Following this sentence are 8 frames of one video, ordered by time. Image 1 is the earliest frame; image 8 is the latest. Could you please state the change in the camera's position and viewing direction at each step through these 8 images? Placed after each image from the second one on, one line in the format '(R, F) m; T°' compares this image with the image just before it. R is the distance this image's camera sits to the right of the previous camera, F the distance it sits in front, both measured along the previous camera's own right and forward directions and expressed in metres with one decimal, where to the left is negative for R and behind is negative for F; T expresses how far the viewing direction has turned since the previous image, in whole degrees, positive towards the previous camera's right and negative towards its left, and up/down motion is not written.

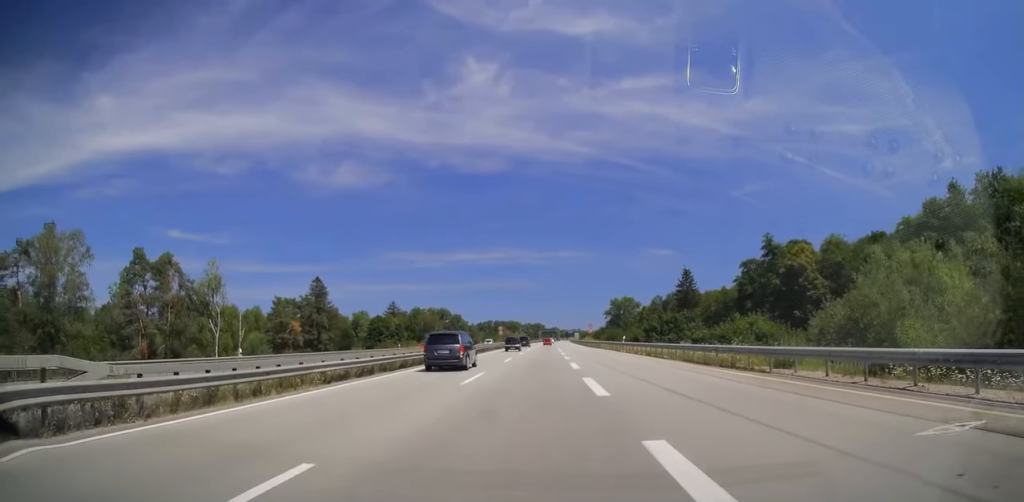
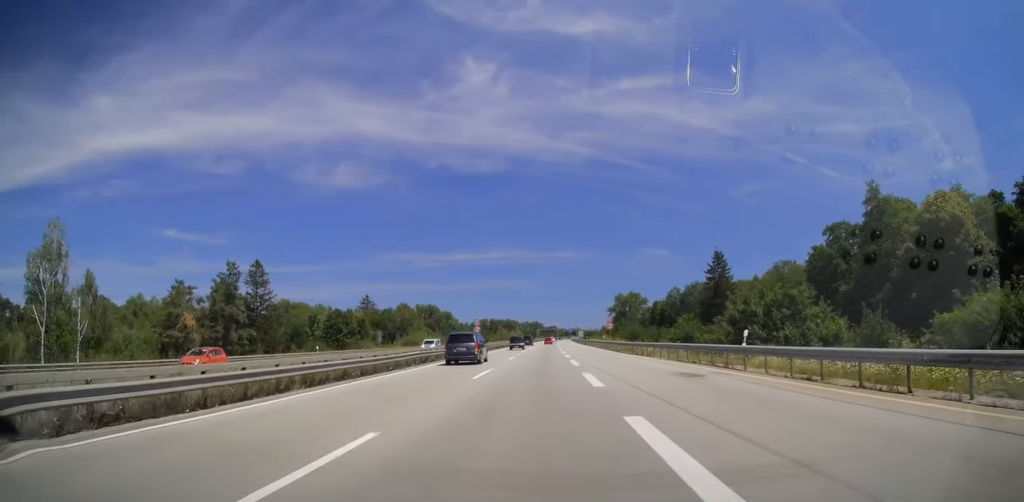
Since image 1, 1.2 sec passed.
(0.0, +33.9) m; 0°
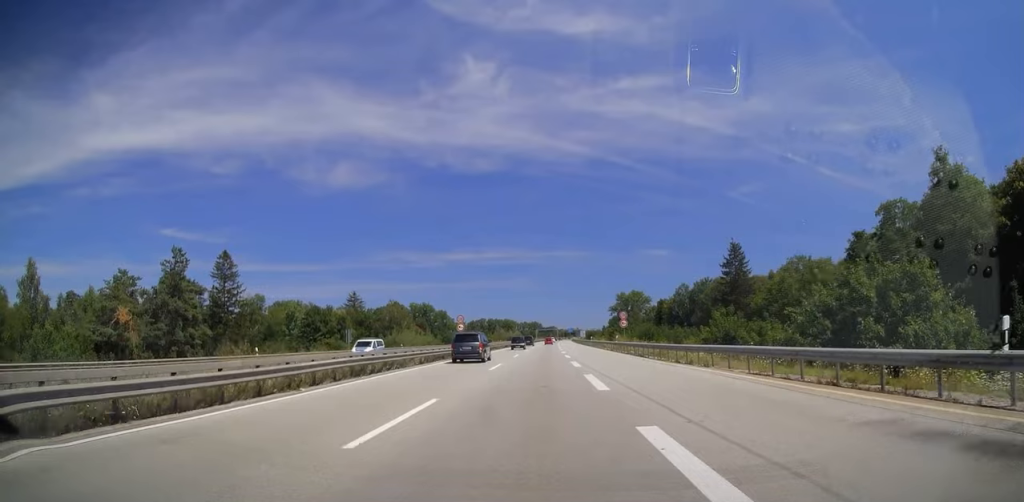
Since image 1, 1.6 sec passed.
(0.0, +13.3) m; 0°
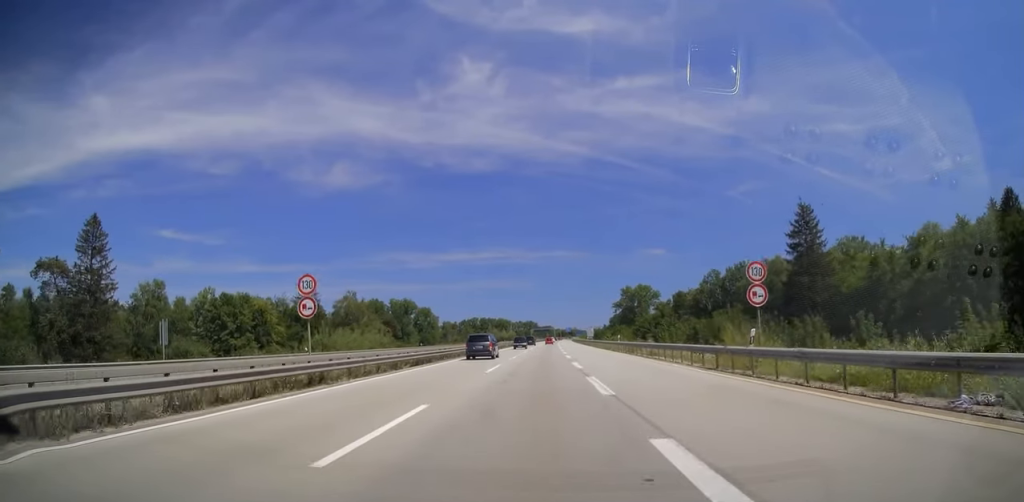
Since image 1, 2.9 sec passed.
(0.0, +37.4) m; 0°
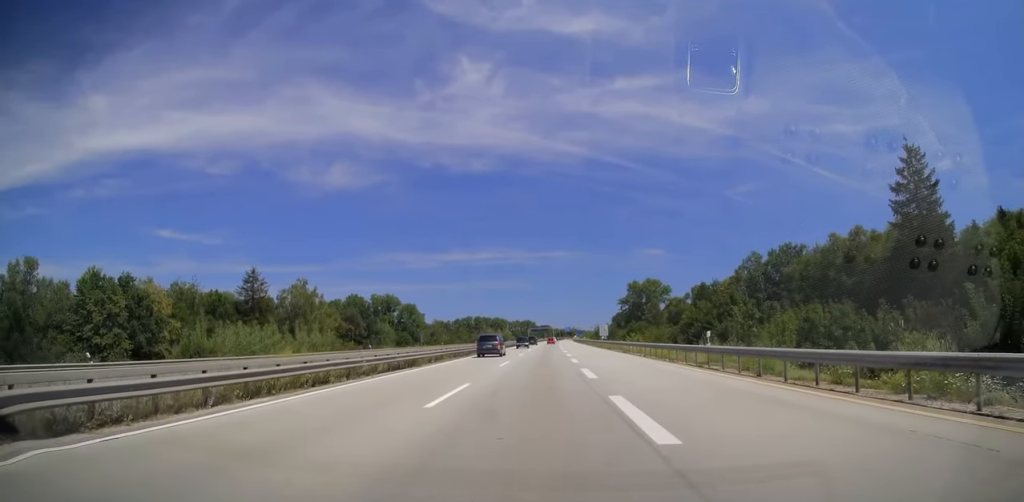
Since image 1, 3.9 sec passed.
(+0.1, +30.6) m; 0°
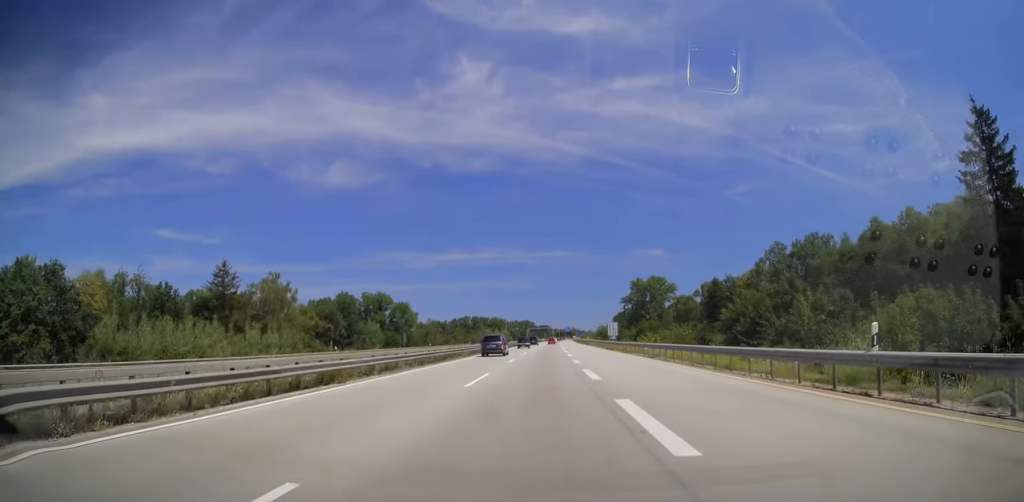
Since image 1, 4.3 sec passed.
(0.0, +12.8) m; 0°
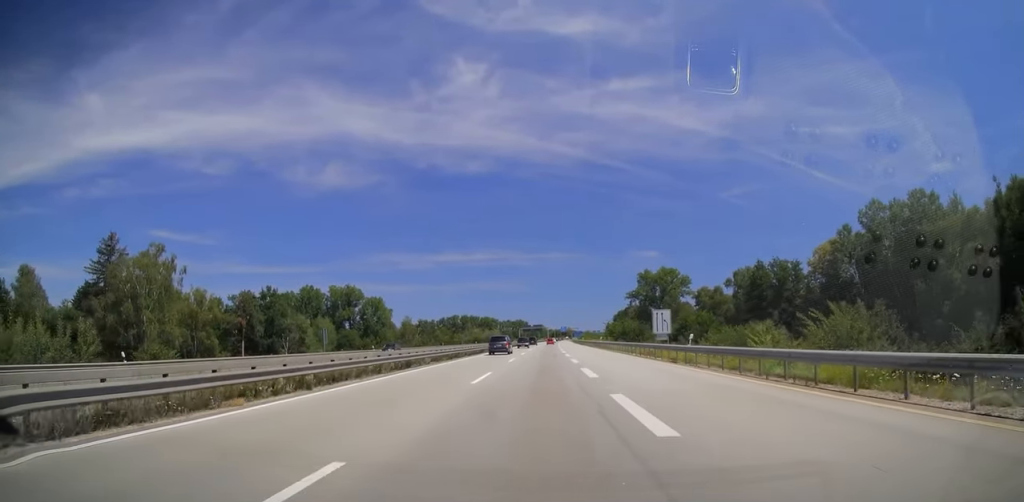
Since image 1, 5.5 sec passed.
(0.0, +35.0) m; +1°
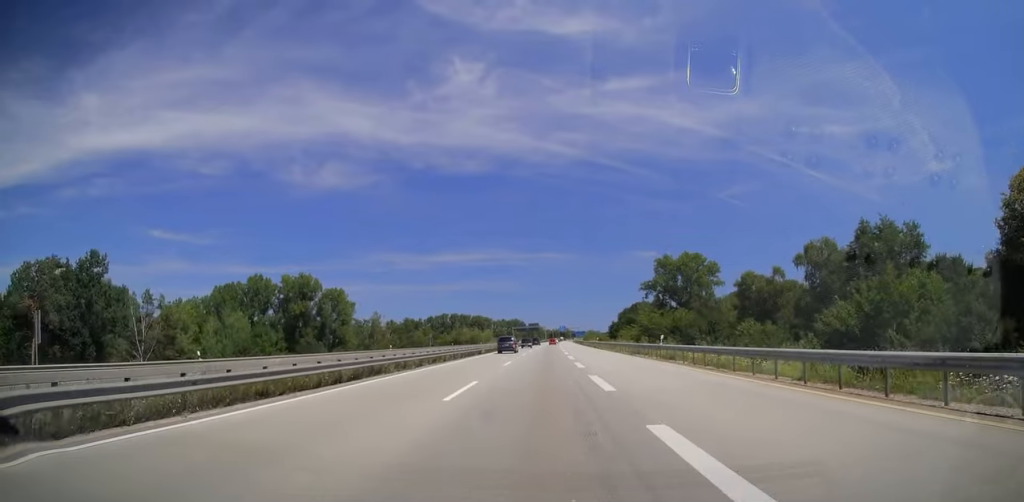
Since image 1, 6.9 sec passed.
(+0.6, +41.4) m; +1°
